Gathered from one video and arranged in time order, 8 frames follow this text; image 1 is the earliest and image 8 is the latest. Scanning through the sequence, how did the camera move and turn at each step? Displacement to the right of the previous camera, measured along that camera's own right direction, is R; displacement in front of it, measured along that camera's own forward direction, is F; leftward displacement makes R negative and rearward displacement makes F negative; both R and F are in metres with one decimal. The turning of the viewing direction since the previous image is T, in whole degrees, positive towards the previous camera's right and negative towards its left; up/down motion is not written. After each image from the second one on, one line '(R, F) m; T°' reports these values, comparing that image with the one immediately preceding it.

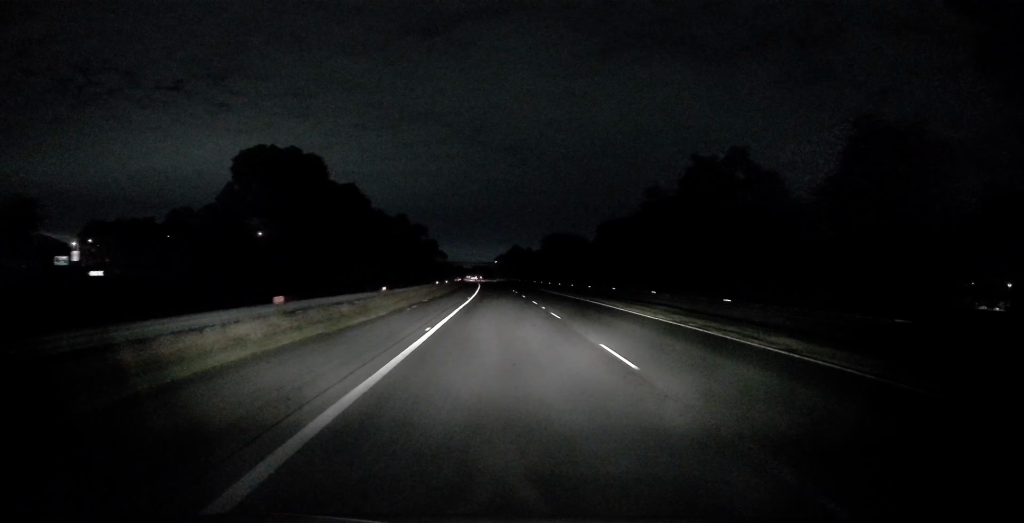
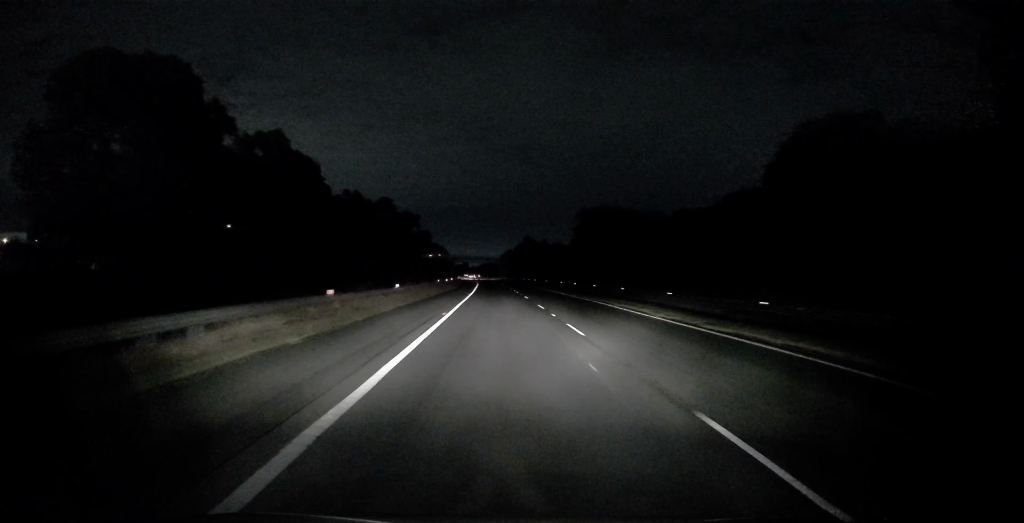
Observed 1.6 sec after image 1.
(+0.2, +43.3) m; +1°
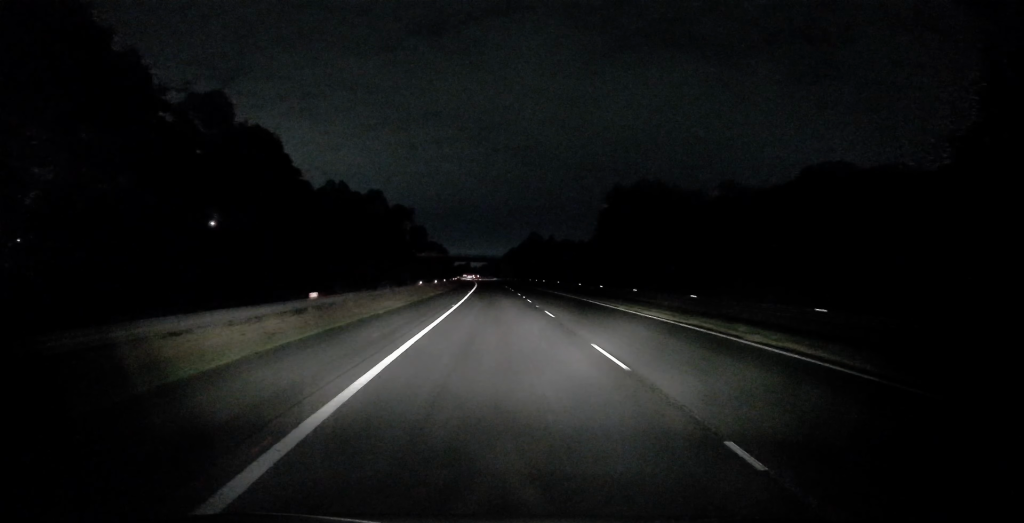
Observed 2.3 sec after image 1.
(0.0, +17.9) m; -1°
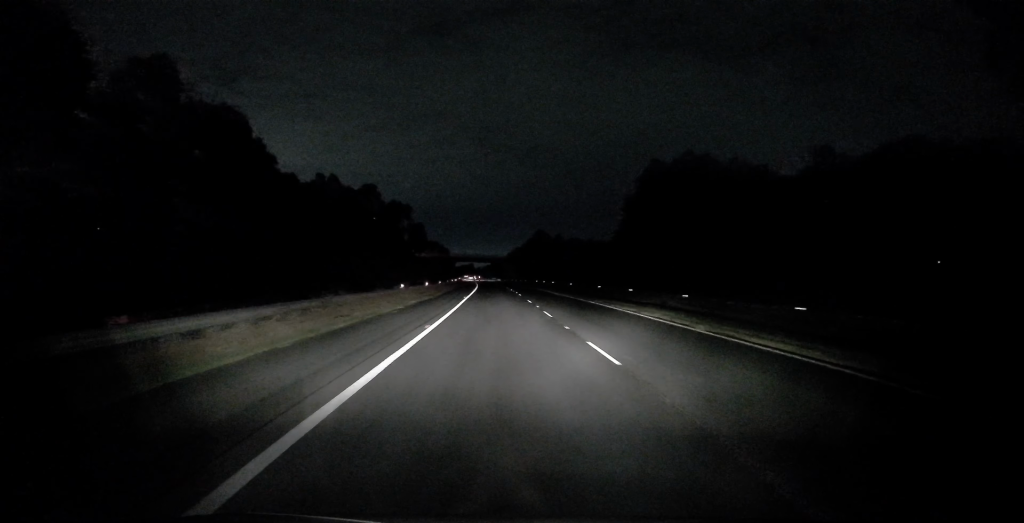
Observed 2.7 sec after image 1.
(0.0, +11.6) m; 0°
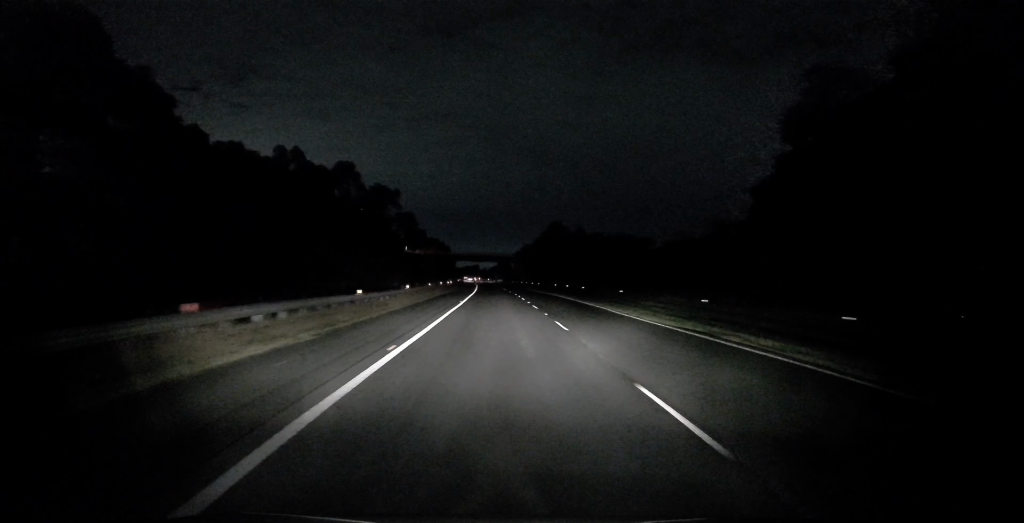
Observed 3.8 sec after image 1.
(+0.1, +29.5) m; +1°
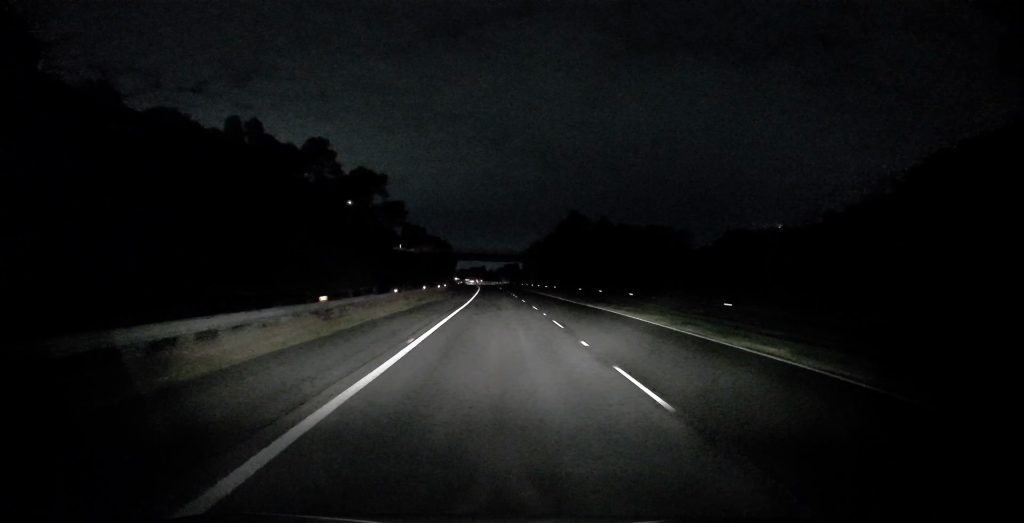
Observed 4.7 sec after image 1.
(+0.7, +22.6) m; 0°
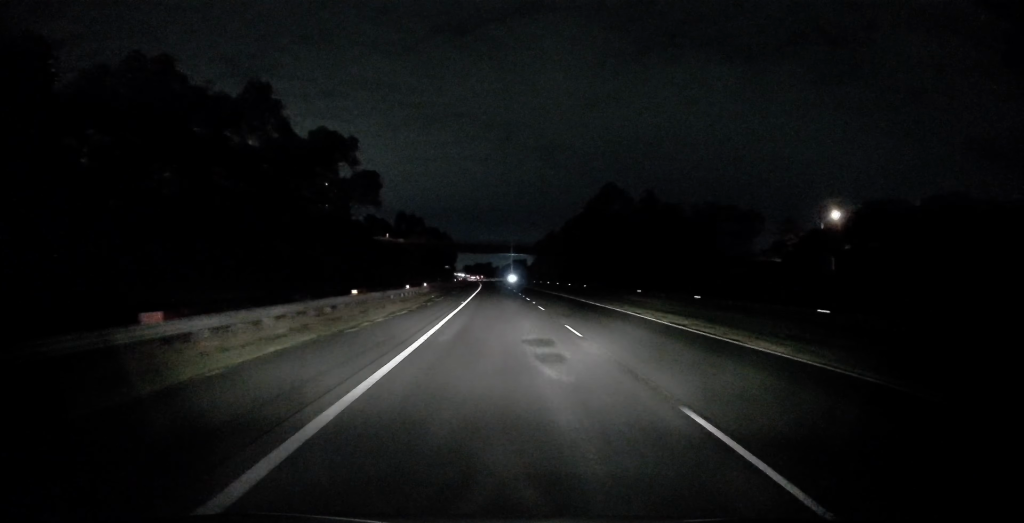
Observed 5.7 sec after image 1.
(-0.8, +29.1) m; +2°
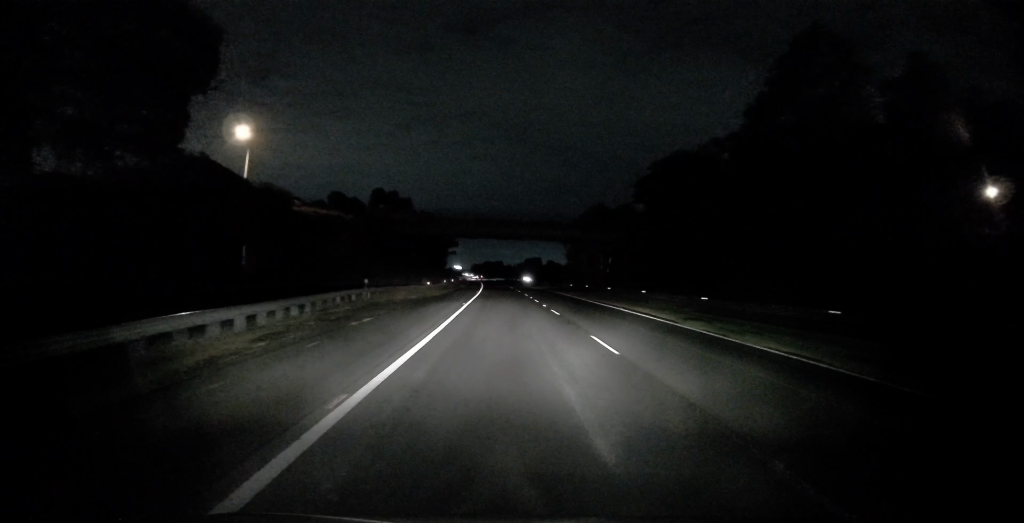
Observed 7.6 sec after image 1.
(+3.0, +61.4) m; +2°
